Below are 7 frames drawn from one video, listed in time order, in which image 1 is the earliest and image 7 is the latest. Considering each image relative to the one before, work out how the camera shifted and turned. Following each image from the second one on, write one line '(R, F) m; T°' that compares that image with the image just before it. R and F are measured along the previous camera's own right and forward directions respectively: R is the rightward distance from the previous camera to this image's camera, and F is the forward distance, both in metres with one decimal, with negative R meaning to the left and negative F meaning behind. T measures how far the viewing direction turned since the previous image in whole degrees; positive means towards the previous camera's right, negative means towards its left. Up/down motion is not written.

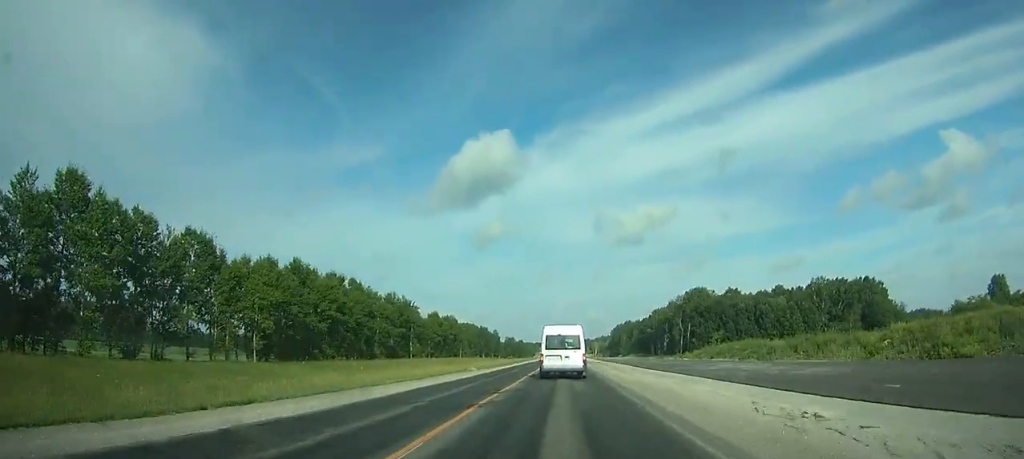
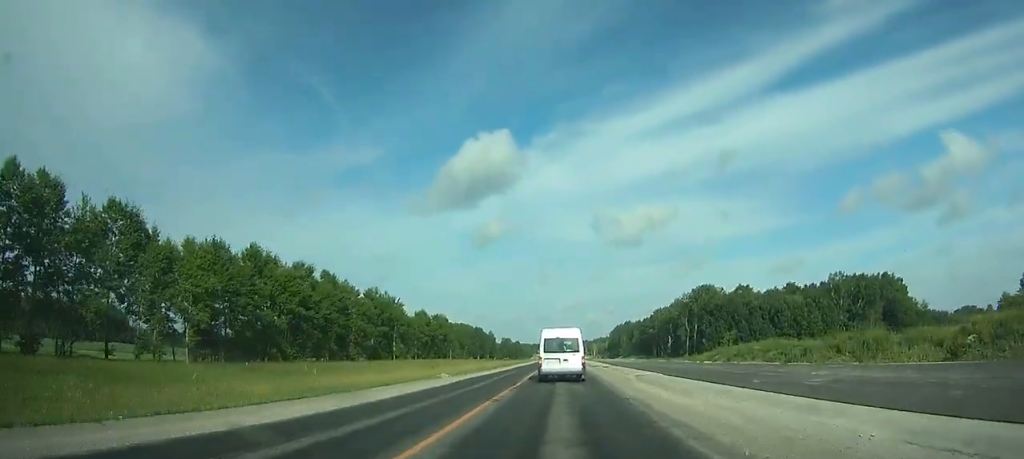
(0.0, +13.7) m; 0°
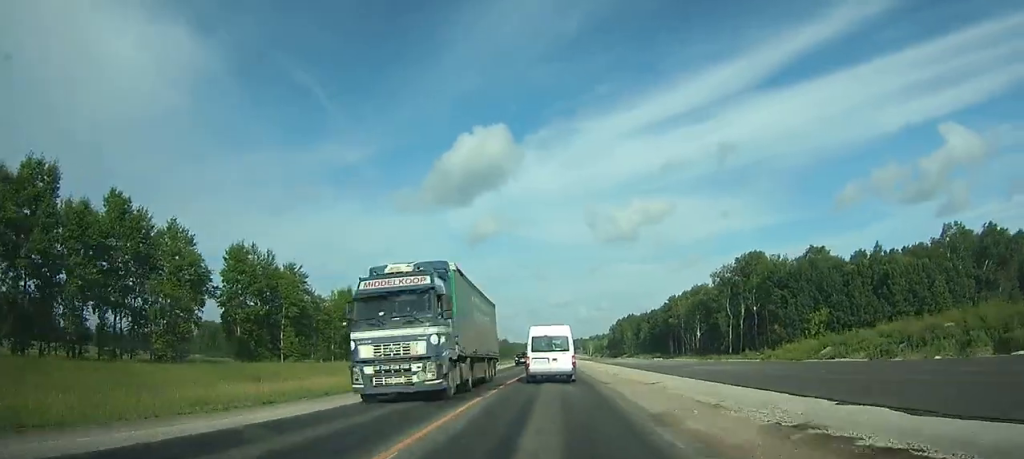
(+0.3, +55.8) m; 0°
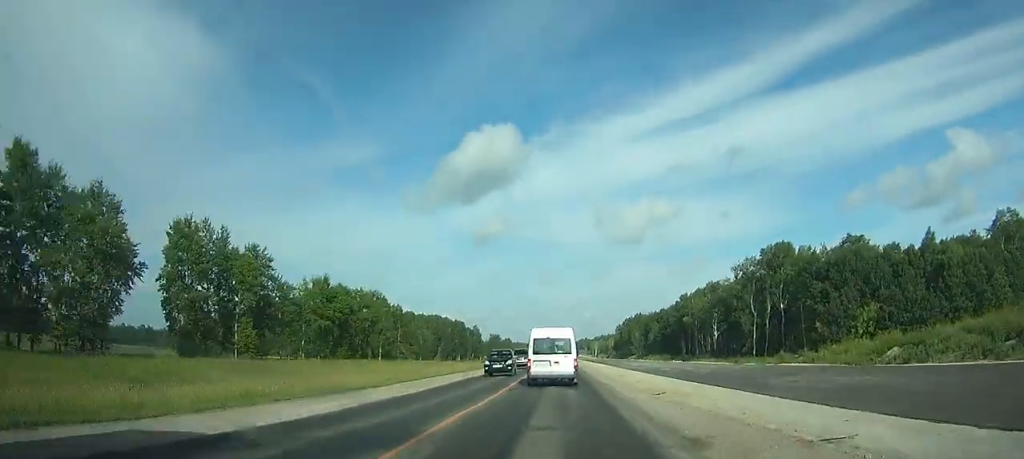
(-0.1, +15.4) m; 0°
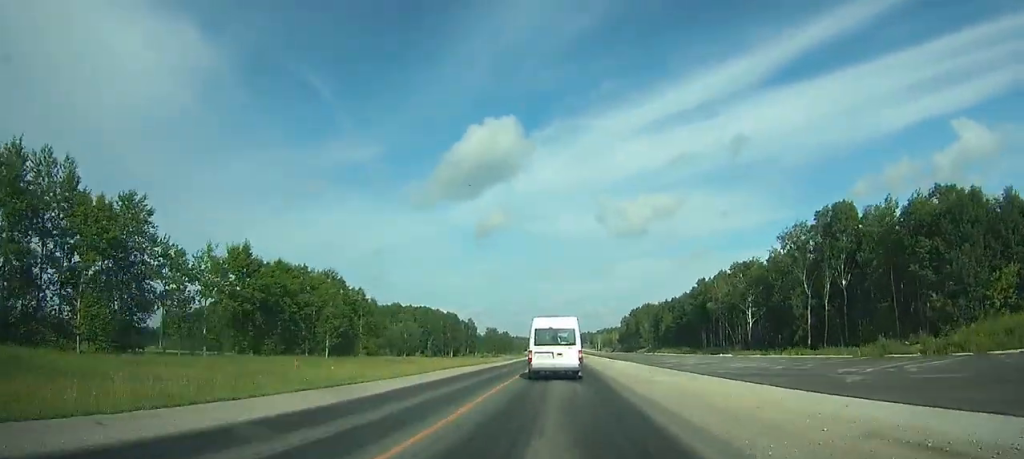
(-0.1, +29.5) m; 0°
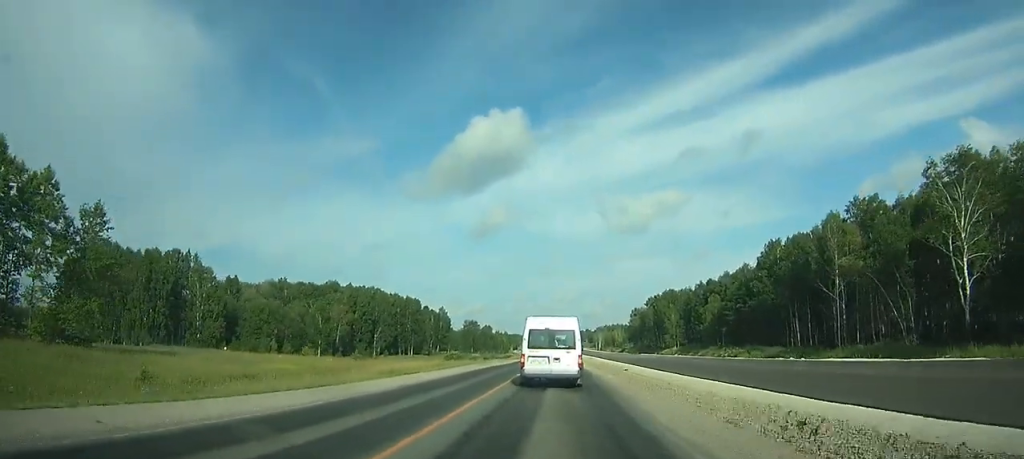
(+0.4, +76.8) m; +1°
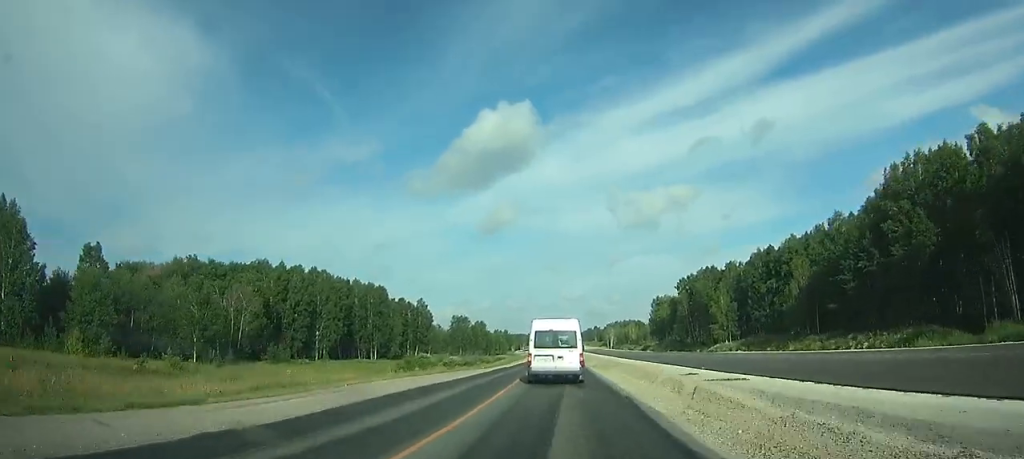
(-0.2, +55.2) m; -1°
